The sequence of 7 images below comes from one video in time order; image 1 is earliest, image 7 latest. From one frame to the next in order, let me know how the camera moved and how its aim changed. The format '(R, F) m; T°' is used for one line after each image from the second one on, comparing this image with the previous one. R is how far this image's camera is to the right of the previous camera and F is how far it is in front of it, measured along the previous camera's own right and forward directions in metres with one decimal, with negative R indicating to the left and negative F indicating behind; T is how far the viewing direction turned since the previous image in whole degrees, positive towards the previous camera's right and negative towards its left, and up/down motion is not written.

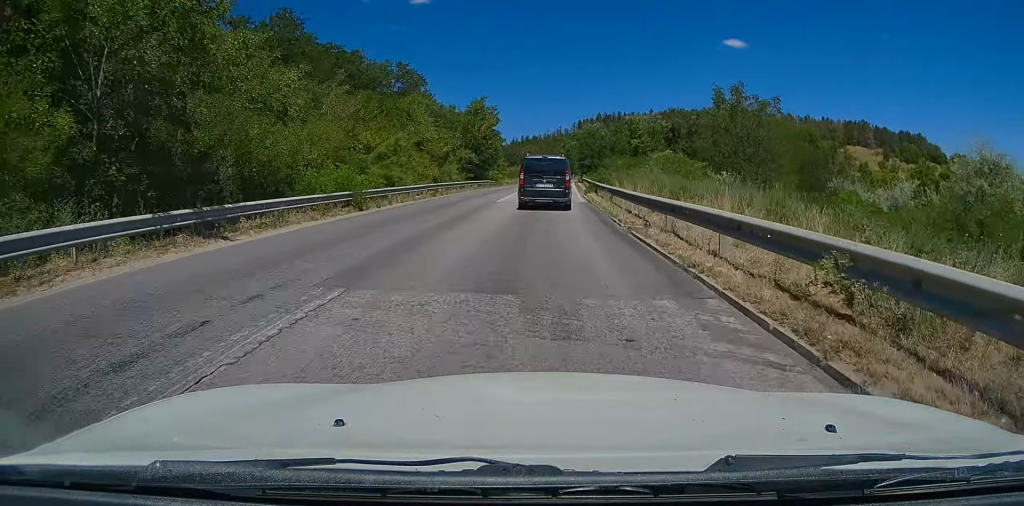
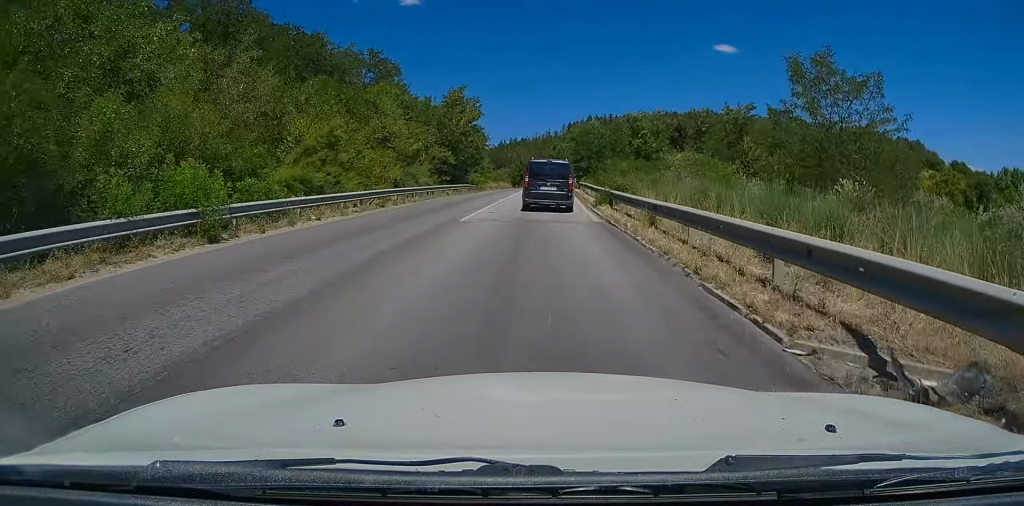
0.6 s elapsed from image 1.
(+0.1, +10.0) m; +1°
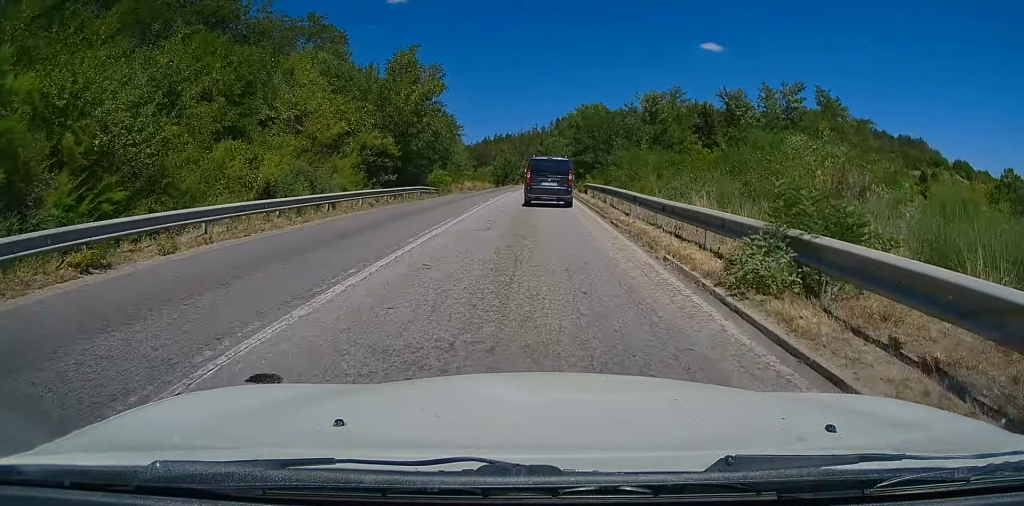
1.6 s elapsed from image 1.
(+0.2, +17.2) m; +2°
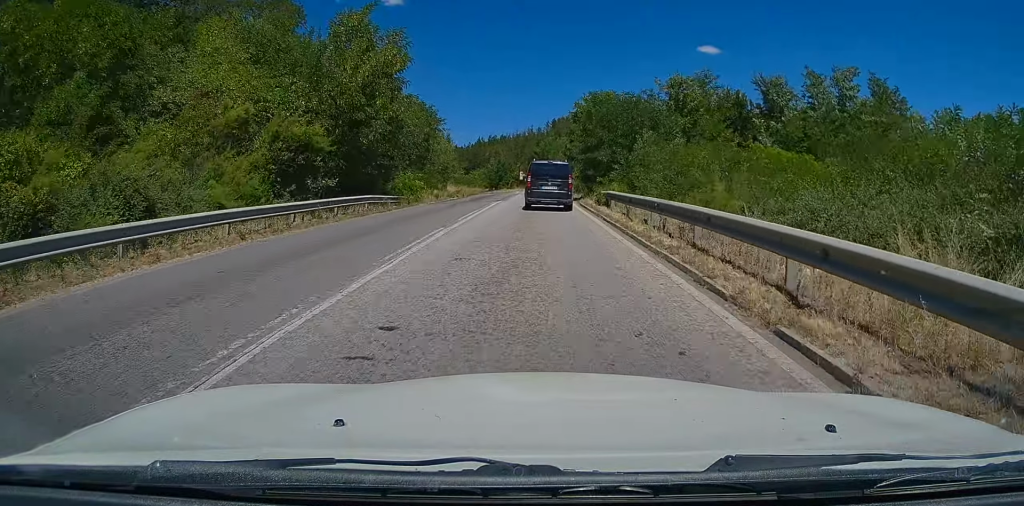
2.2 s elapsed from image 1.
(+0.2, +11.1) m; +1°
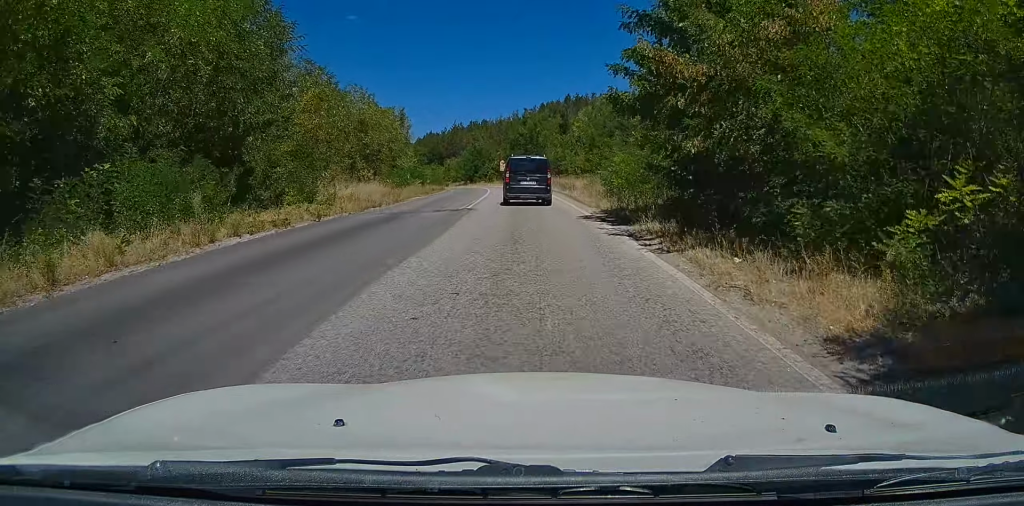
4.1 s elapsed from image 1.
(+0.4, +33.7) m; +1°
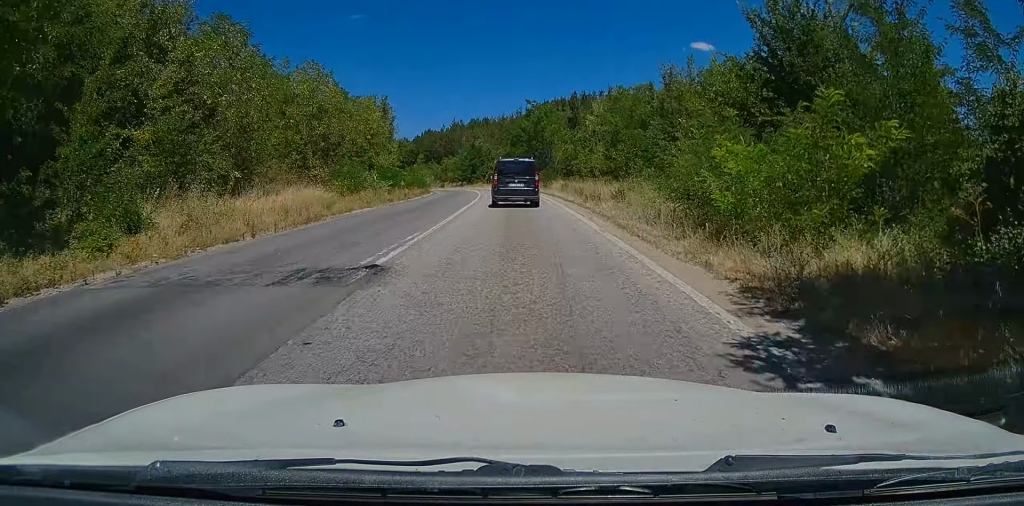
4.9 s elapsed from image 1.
(+0.1, +13.7) m; 0°
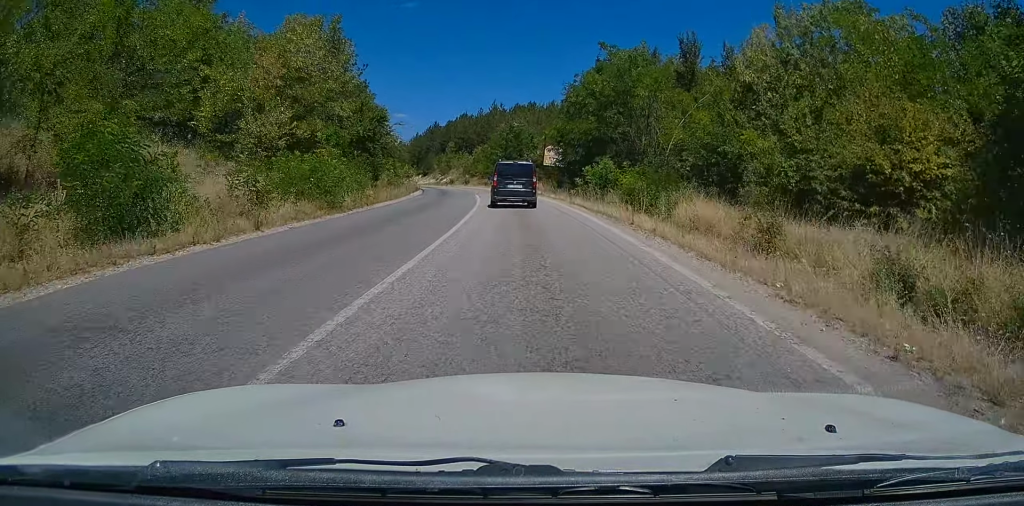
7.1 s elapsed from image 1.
(-0.7, +37.8) m; -3°
